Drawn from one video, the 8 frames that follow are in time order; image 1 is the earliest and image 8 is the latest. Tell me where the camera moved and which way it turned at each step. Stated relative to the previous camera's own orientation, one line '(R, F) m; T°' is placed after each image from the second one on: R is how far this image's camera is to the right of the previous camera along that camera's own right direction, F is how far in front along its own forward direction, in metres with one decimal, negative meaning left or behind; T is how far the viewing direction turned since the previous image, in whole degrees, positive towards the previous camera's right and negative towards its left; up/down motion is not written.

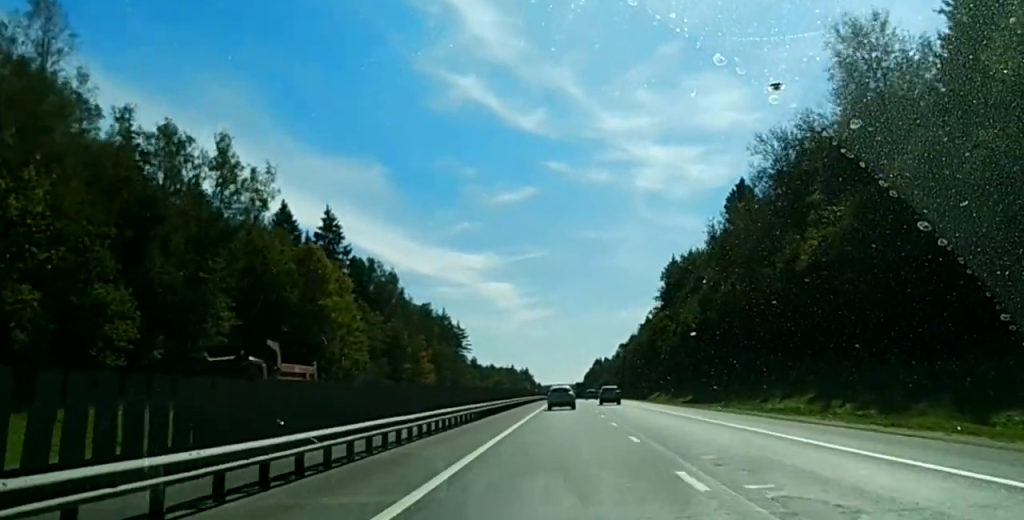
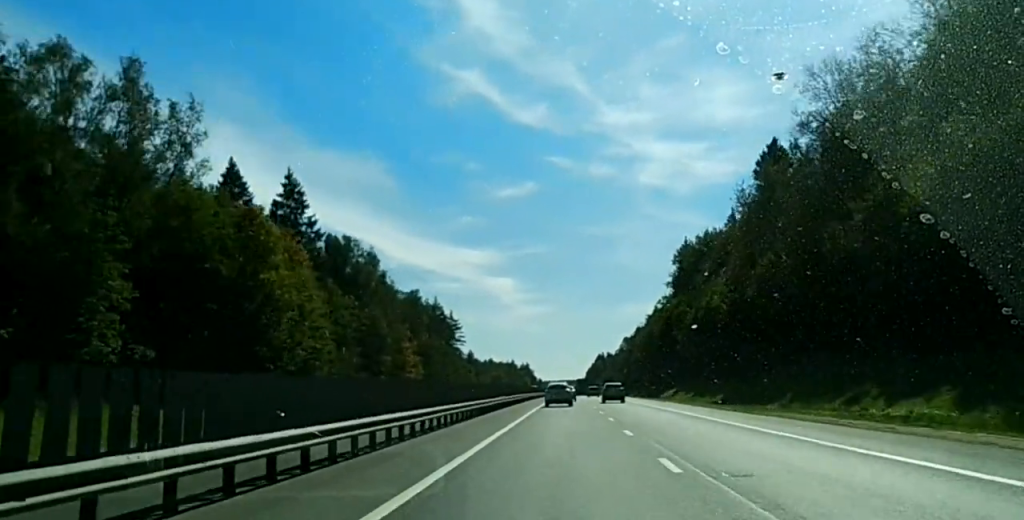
(+0.2, +20.9) m; 0°
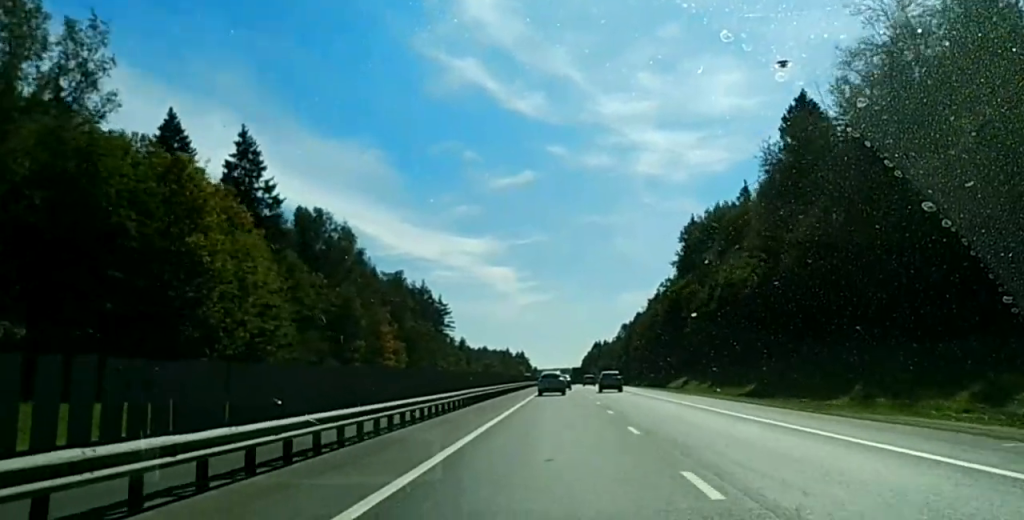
(+0.1, +15.3) m; 0°
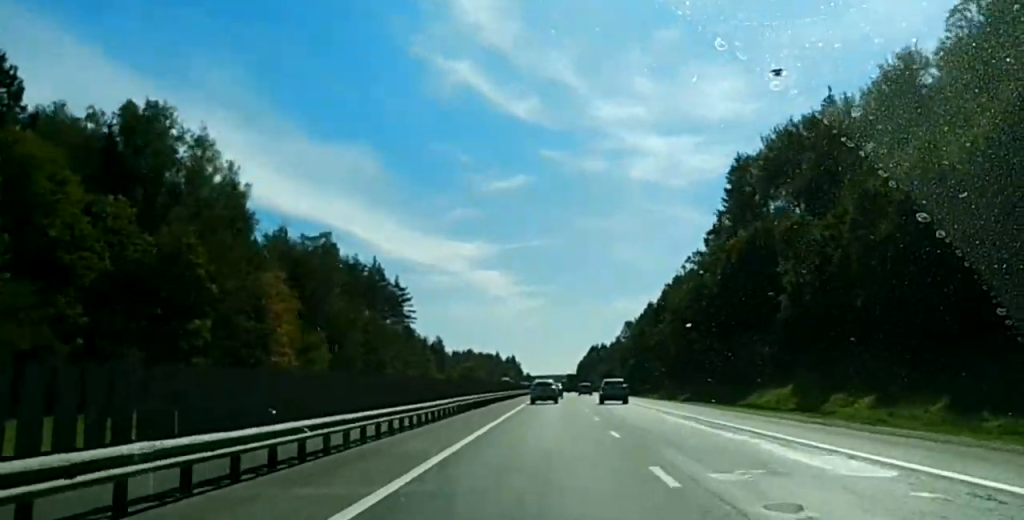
(-0.5, +55.8) m; 0°
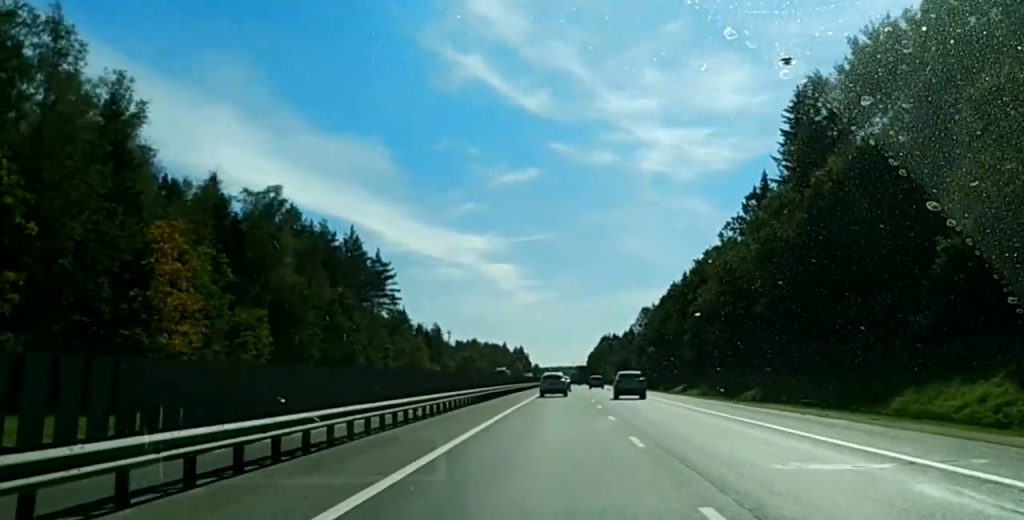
(+0.1, +28.0) m; +1°
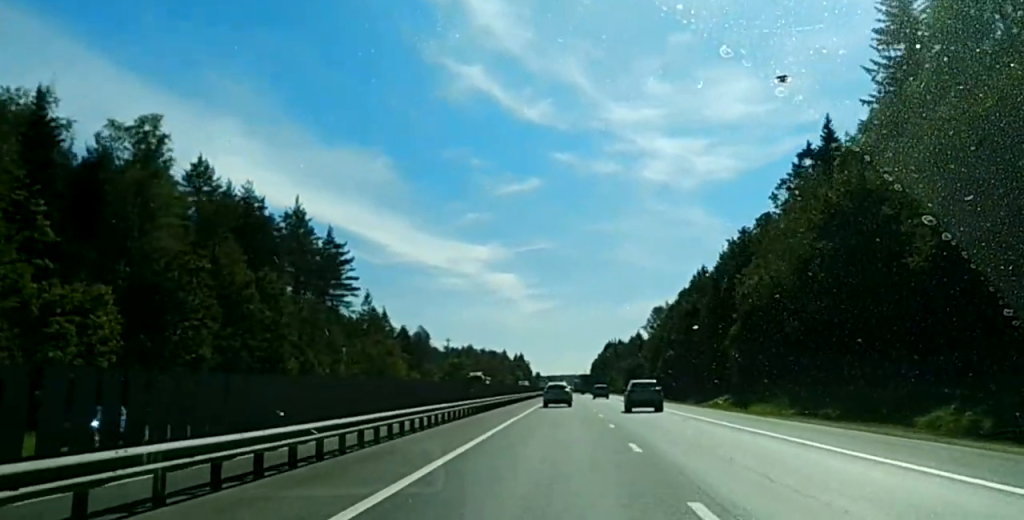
(+0.3, +33.6) m; +1°
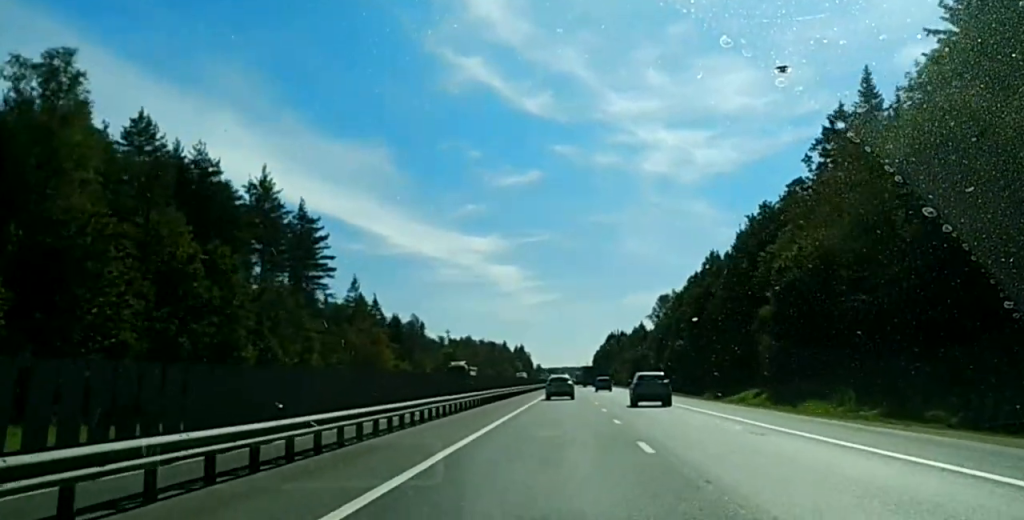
(+0.1, +14.0) m; 0°
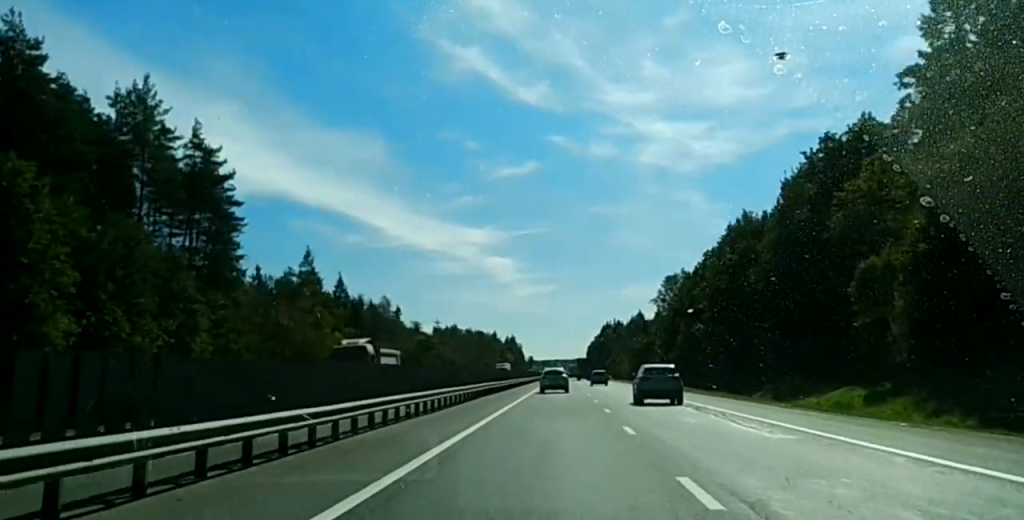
(+0.2, +30.7) m; 0°
